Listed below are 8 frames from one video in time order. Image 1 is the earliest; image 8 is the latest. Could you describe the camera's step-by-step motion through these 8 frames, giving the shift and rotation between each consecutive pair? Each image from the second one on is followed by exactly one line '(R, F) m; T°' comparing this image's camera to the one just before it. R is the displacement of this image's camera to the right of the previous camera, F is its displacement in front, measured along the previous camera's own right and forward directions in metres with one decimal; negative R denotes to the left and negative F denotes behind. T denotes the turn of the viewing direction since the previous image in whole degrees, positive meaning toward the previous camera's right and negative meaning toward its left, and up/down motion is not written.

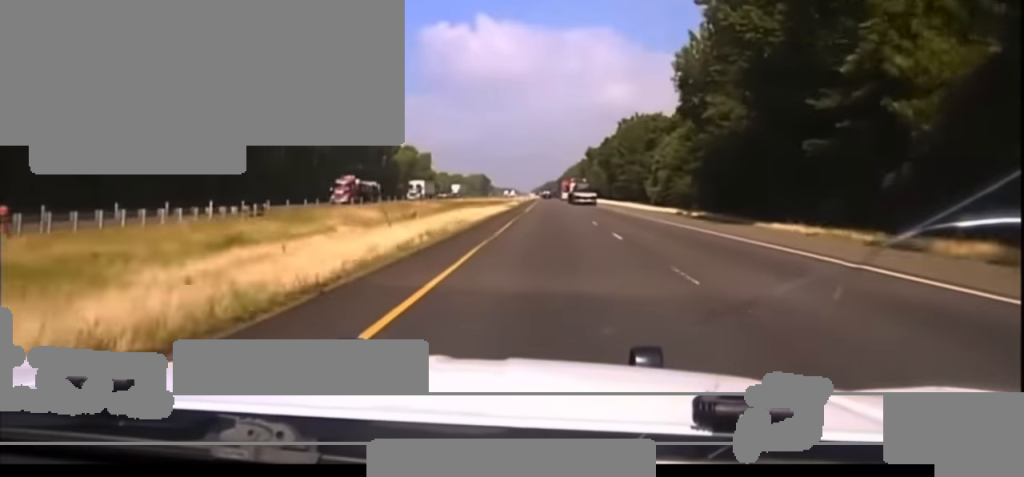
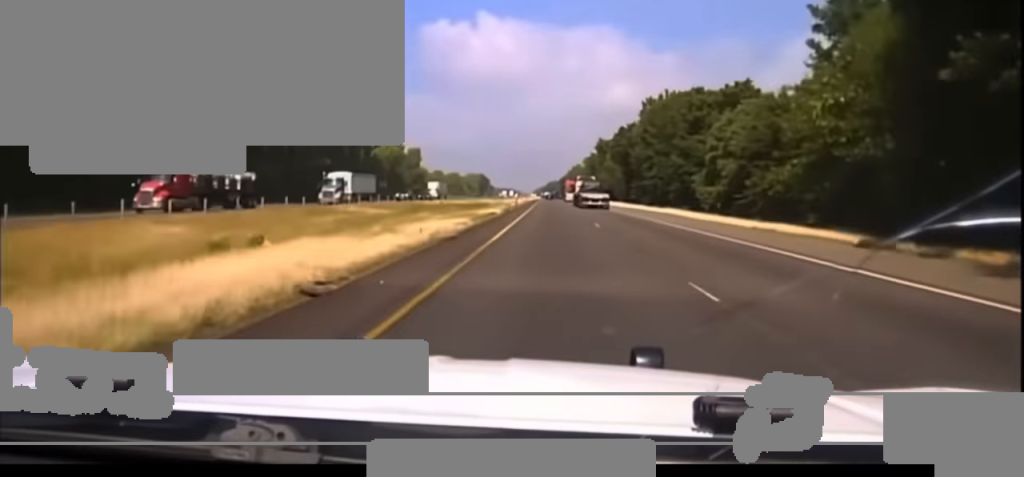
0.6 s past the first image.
(0.0, +38.1) m; 0°
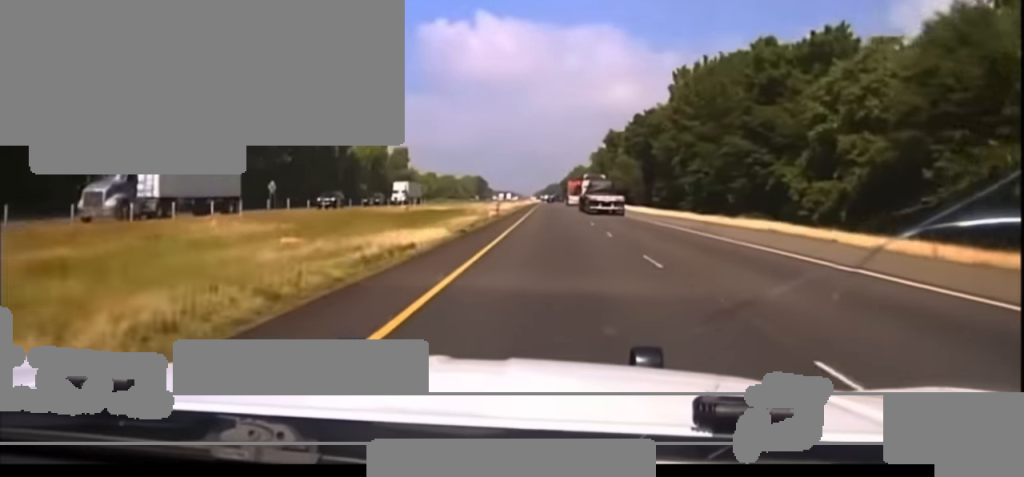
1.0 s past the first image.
(0.0, +31.2) m; 0°
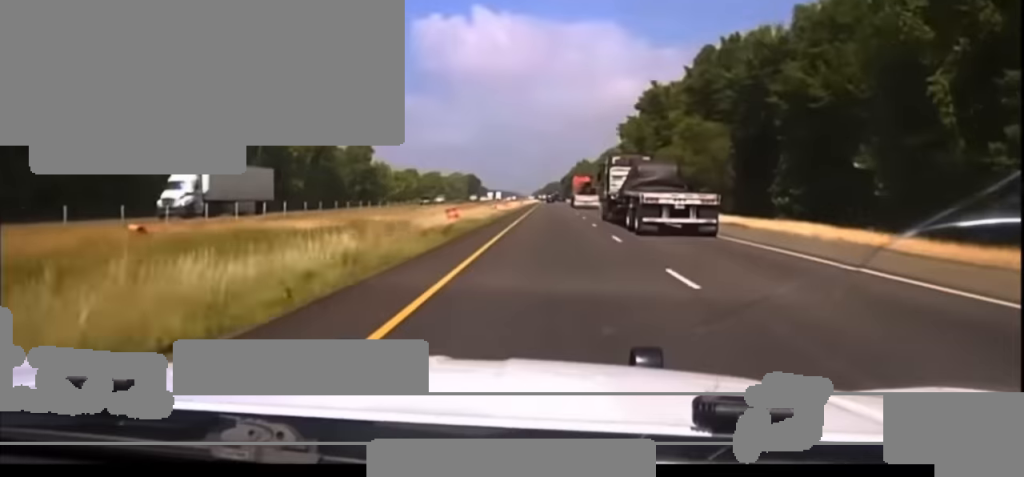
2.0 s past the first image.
(-0.1, +64.1) m; 0°
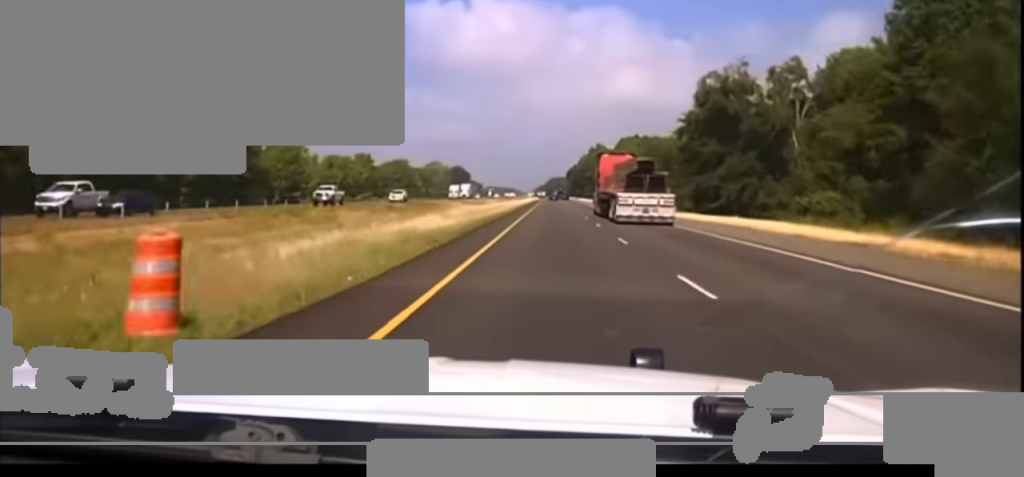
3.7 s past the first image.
(+0.5, +109.1) m; 0°
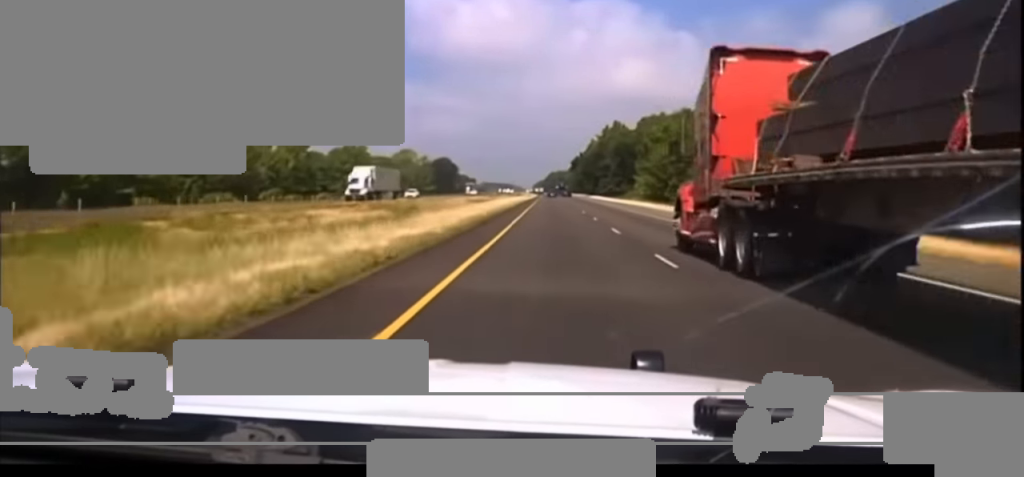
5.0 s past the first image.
(-0.2, +78.7) m; 0°
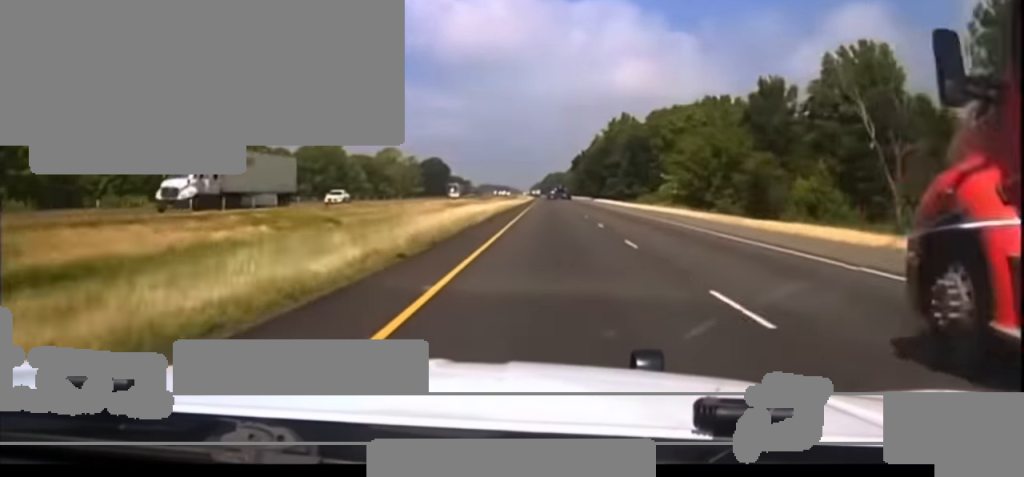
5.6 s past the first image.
(+0.2, +31.5) m; 0°
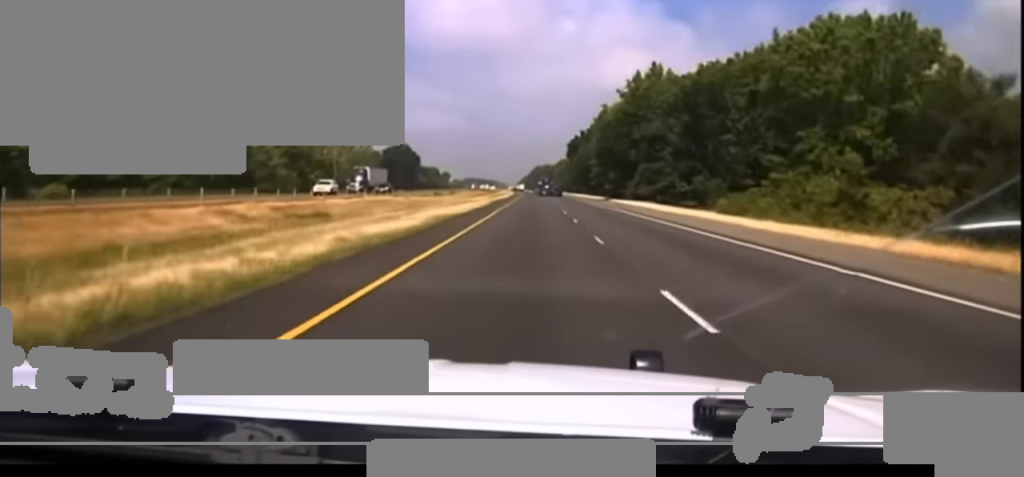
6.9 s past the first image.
(+0.1, +66.4) m; 0°
